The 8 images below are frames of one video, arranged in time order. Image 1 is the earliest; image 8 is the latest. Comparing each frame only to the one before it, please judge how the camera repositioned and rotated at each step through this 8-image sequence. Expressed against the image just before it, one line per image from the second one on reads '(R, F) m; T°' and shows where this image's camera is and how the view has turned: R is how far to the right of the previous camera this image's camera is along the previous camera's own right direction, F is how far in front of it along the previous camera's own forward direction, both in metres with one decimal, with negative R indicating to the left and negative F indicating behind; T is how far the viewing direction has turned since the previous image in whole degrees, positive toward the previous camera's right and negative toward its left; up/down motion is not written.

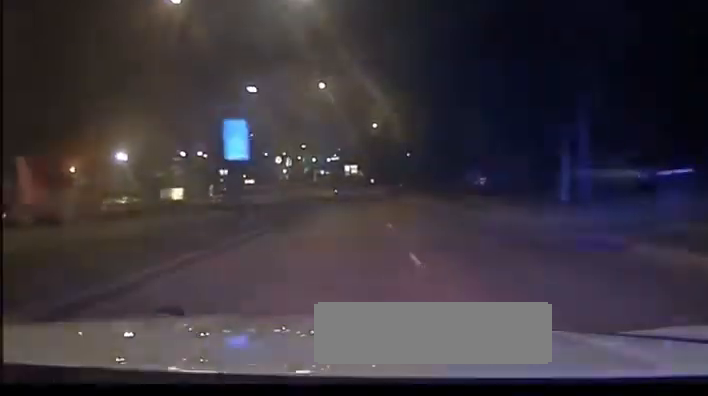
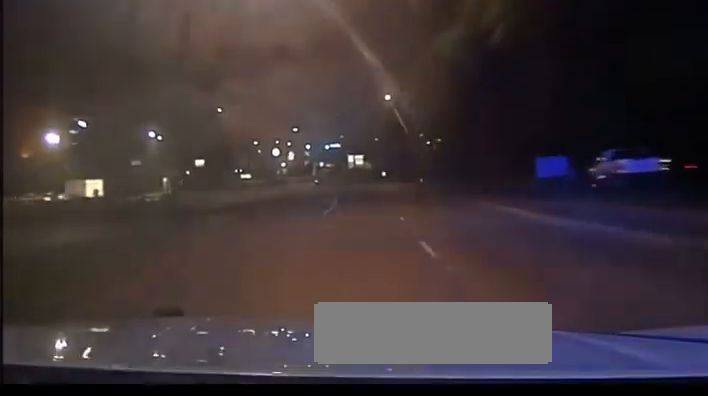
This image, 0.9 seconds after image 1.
(0.0, +36.3) m; -1°
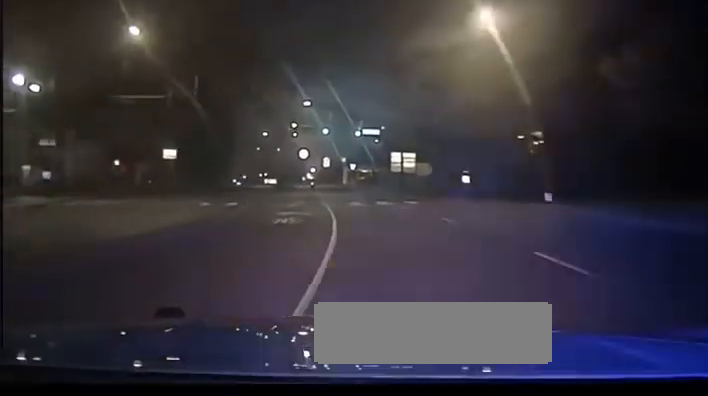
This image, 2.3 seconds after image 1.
(-0.6, +52.3) m; -1°
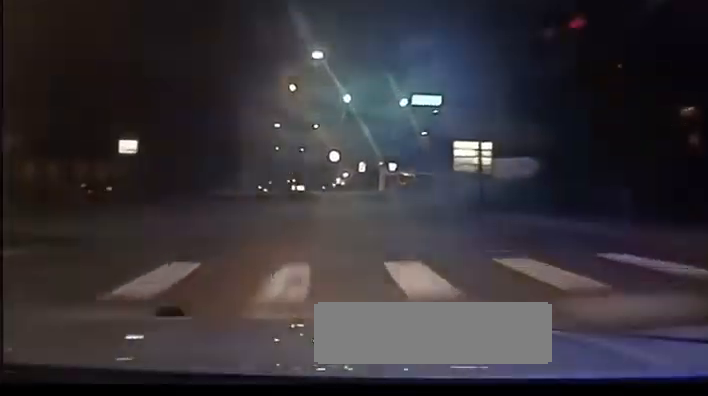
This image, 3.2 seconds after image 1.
(-0.3, +33.6) m; -2°
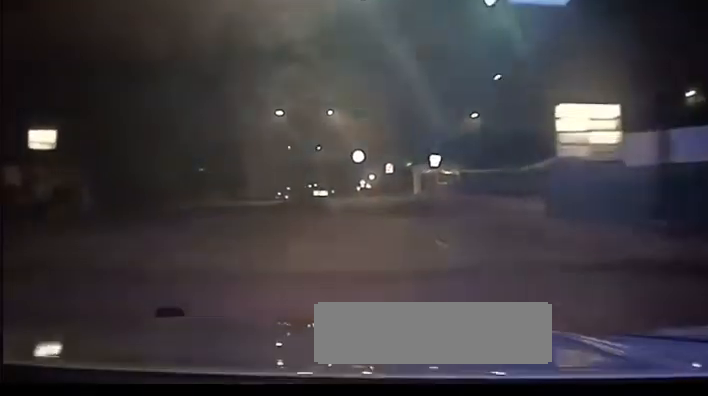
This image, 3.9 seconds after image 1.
(-0.3, +25.5) m; -3°
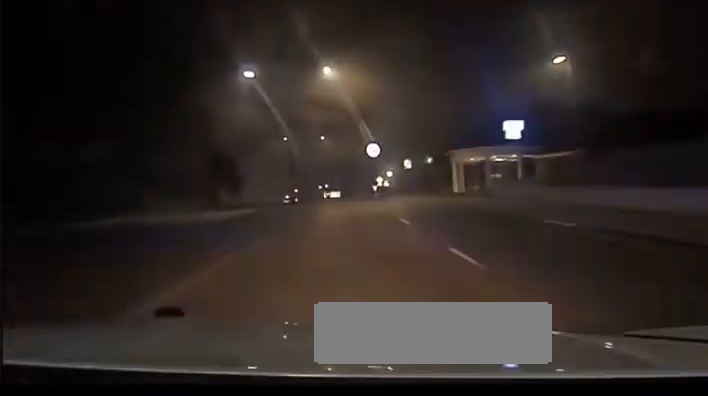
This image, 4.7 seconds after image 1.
(-1.1, +28.7) m; -2°
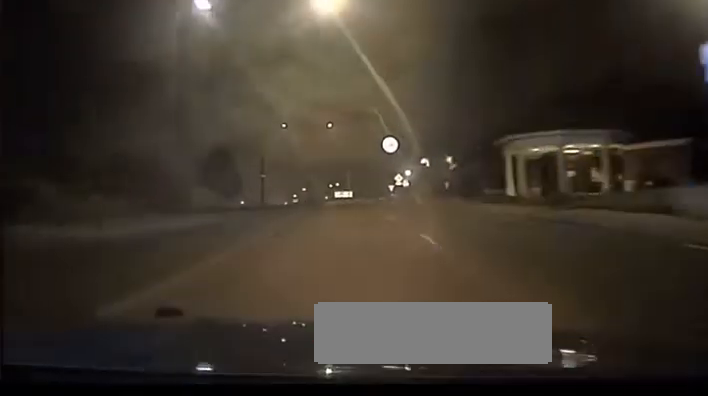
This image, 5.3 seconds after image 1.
(-0.2, +20.2) m; -1°
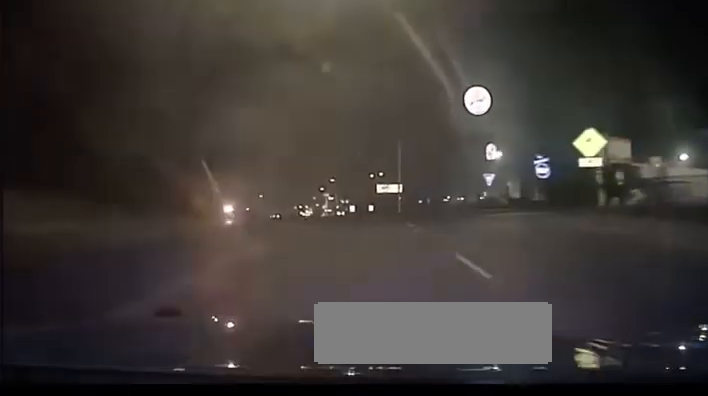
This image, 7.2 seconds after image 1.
(-1.9, +67.9) m; -3°
